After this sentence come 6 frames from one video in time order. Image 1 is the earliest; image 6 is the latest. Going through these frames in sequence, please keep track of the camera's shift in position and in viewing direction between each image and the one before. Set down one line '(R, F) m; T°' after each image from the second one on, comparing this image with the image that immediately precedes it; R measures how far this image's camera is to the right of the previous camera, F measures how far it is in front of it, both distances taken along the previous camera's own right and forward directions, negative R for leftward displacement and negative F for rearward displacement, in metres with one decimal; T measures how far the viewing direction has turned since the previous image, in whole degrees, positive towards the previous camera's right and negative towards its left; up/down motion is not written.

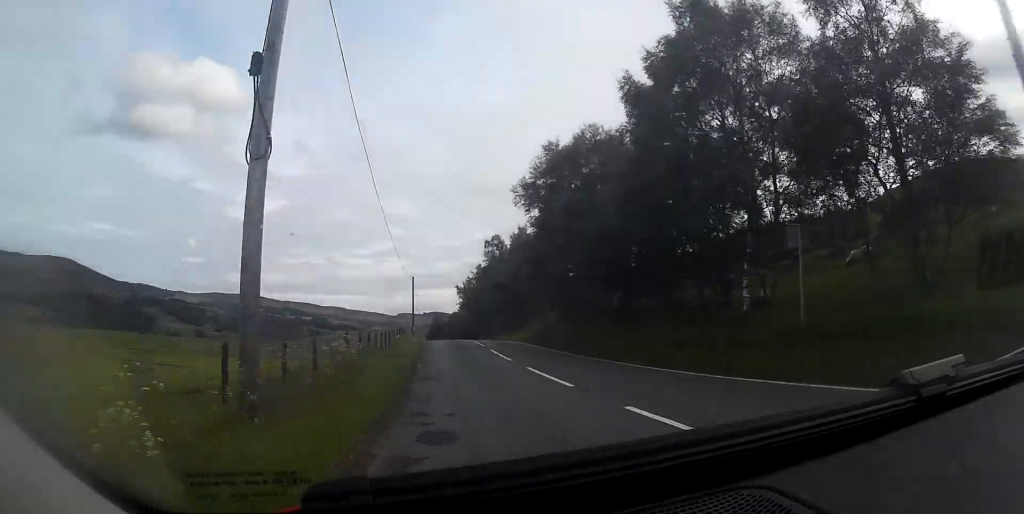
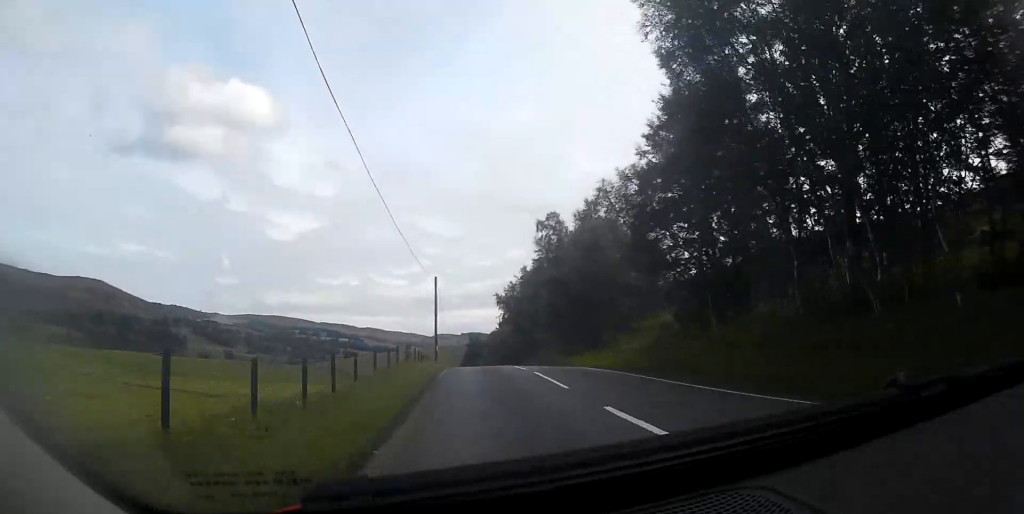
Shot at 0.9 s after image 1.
(-0.6, +16.6) m; -4°
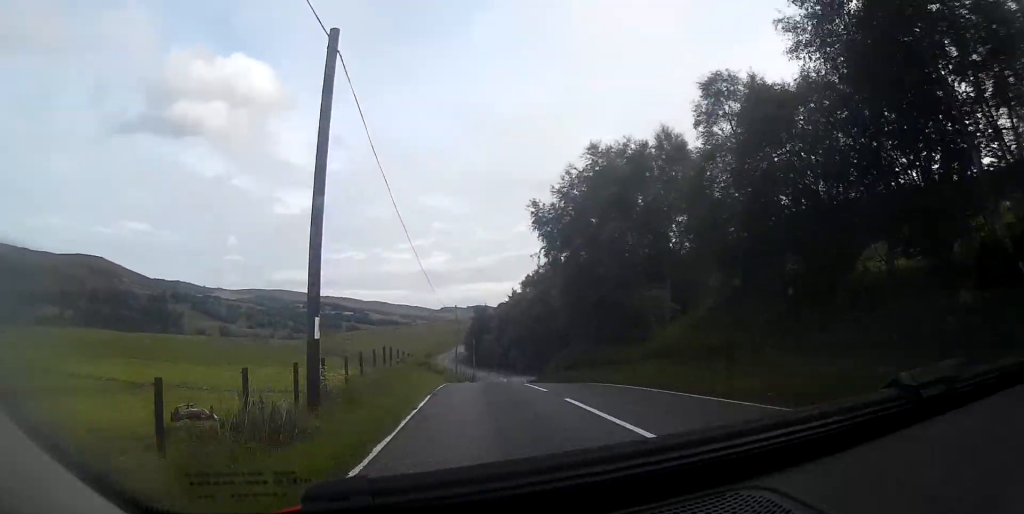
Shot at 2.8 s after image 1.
(-1.6, +33.3) m; -3°
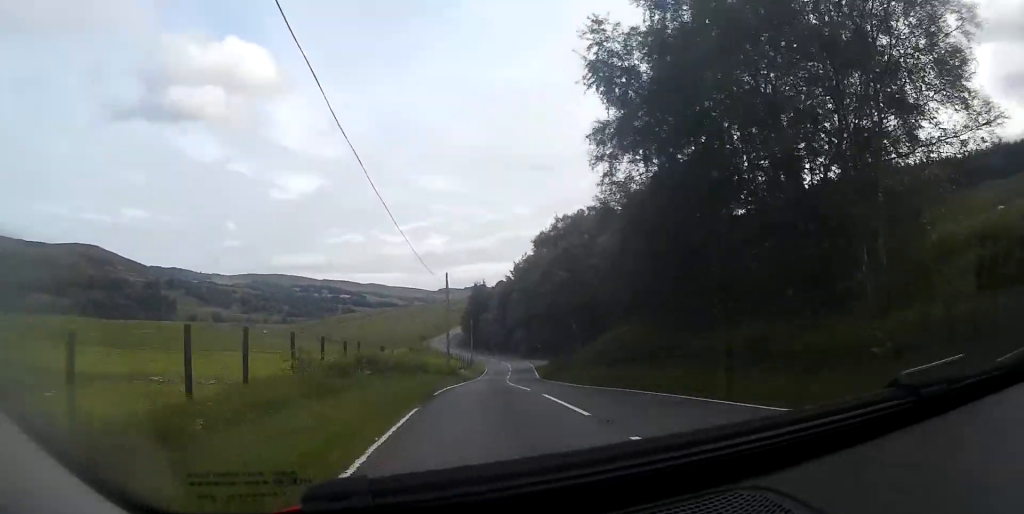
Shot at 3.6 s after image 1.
(+0.1, +14.8) m; +1°
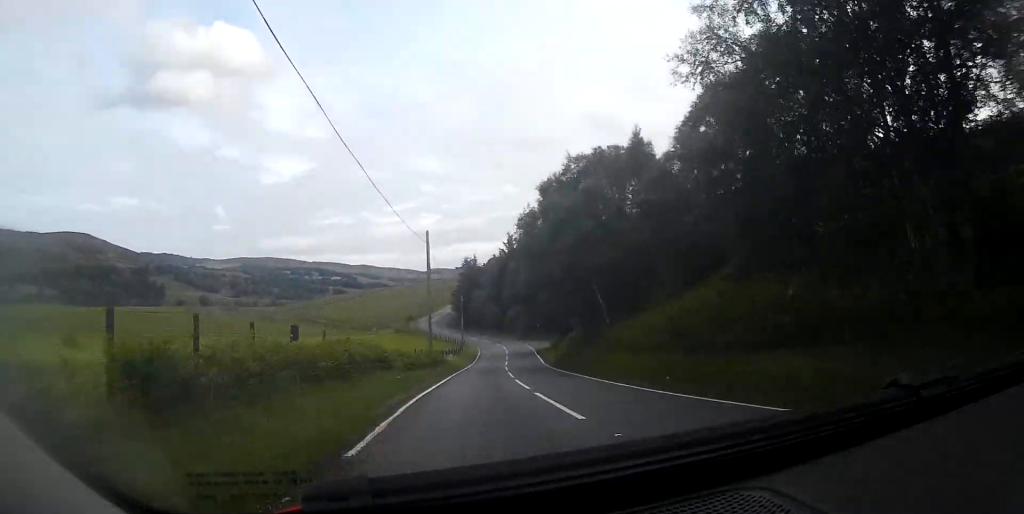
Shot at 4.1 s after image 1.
(+0.1, +10.5) m; +1°
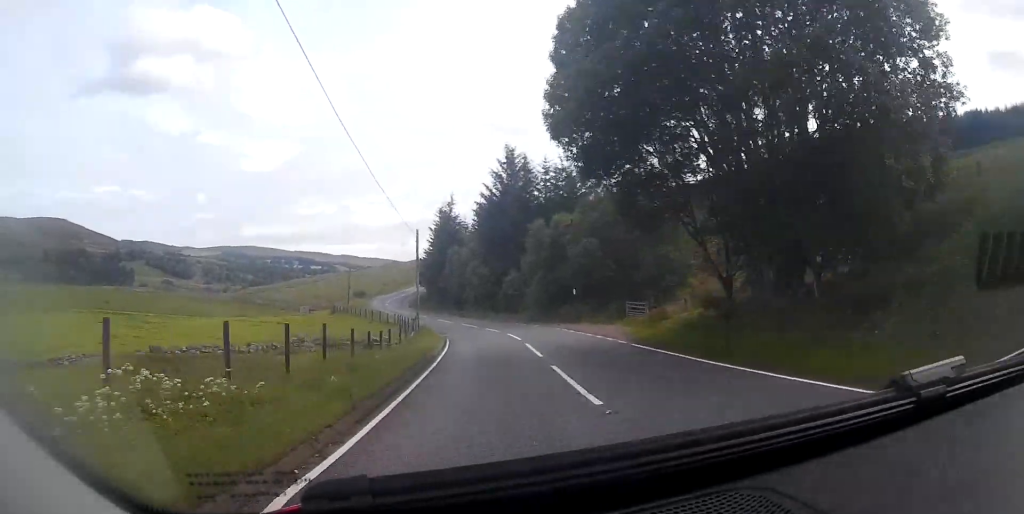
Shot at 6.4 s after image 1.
(+0.6, +43.1) m; 0°
